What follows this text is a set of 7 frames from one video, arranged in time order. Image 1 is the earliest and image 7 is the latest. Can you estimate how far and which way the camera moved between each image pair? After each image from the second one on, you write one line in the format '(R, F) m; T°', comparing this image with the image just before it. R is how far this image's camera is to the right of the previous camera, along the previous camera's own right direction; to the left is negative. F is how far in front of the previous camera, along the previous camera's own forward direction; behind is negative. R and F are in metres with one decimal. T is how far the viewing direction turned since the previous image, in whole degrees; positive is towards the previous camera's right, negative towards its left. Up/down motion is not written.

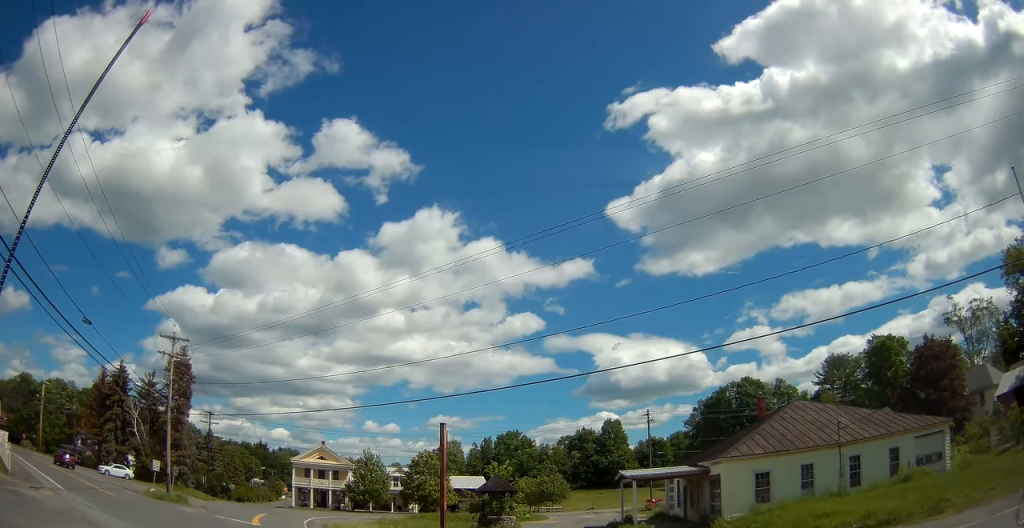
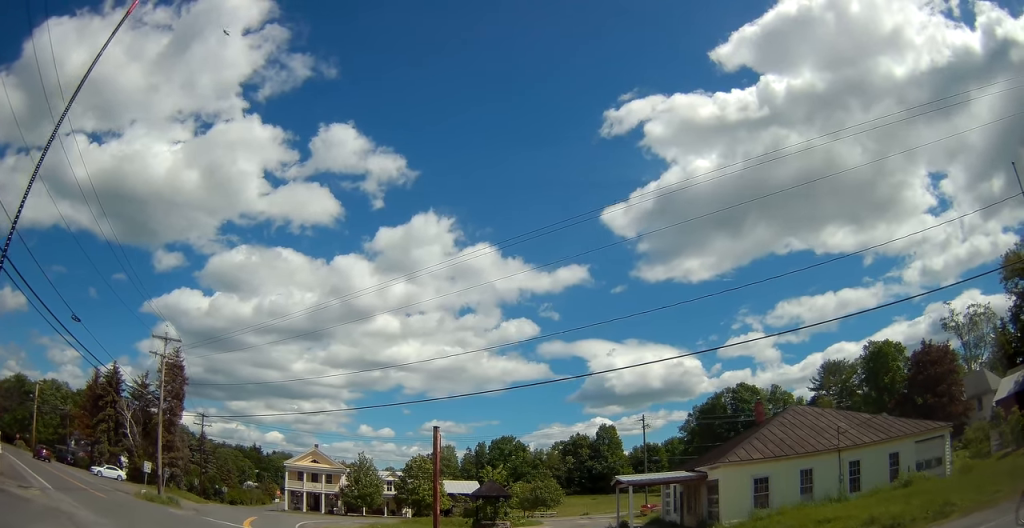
(-0.1, +0.6) m; 0°
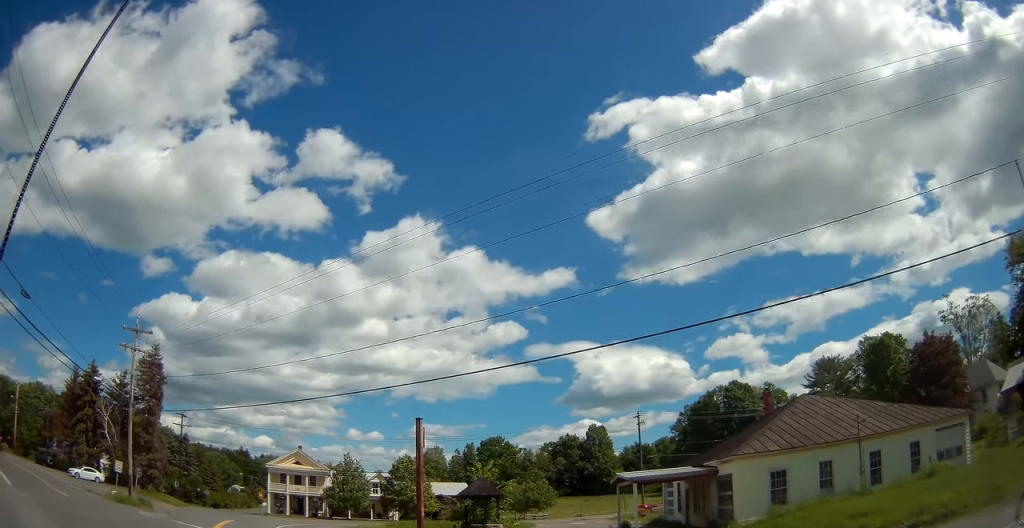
(0.0, +1.3) m; +2°
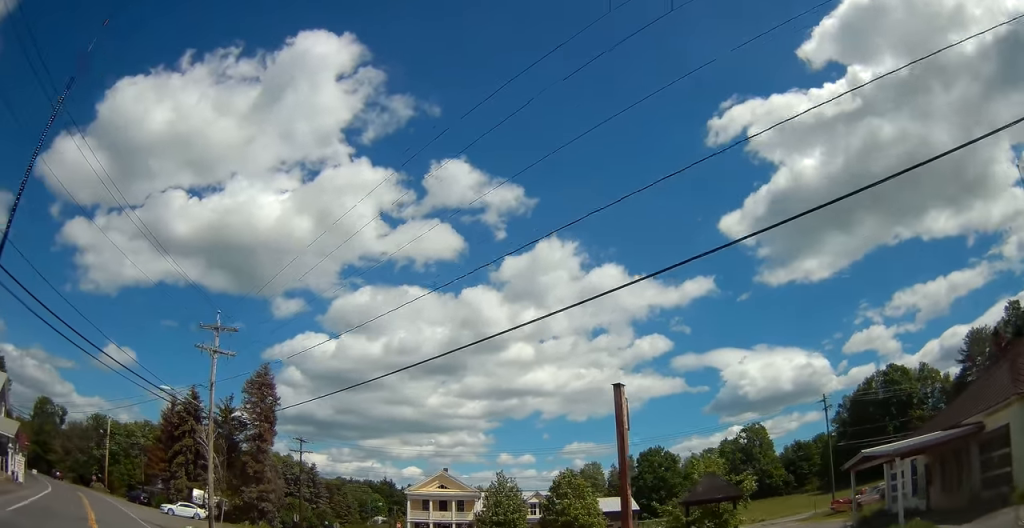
(-0.2, +6.6) m; -10°
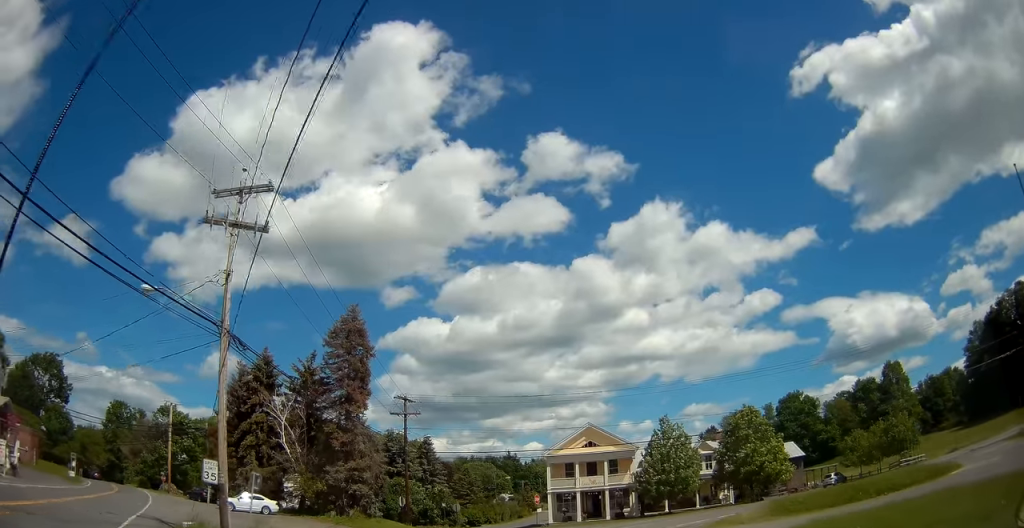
(-2.7, +12.3) m; -16°
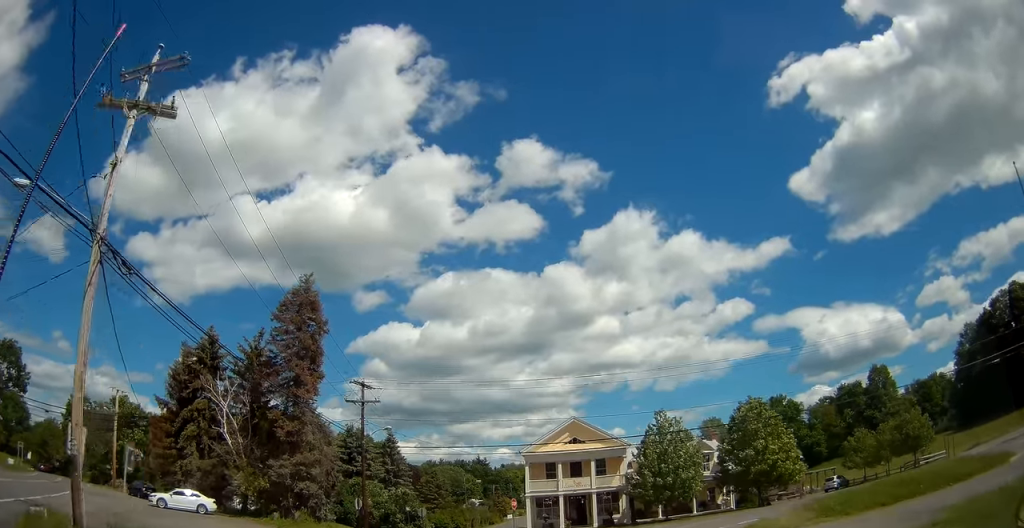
(0.0, +6.3) m; +1°
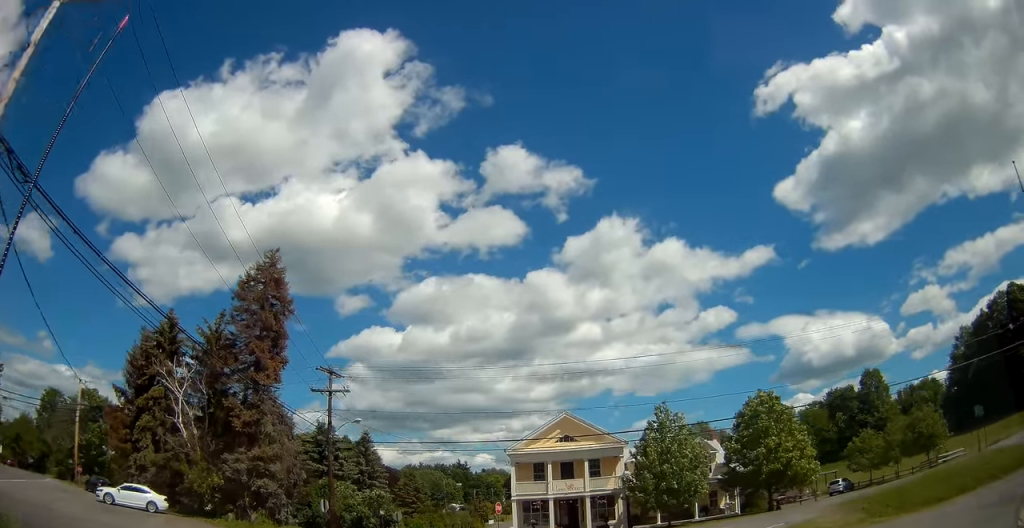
(+0.1, +4.7) m; +2°
